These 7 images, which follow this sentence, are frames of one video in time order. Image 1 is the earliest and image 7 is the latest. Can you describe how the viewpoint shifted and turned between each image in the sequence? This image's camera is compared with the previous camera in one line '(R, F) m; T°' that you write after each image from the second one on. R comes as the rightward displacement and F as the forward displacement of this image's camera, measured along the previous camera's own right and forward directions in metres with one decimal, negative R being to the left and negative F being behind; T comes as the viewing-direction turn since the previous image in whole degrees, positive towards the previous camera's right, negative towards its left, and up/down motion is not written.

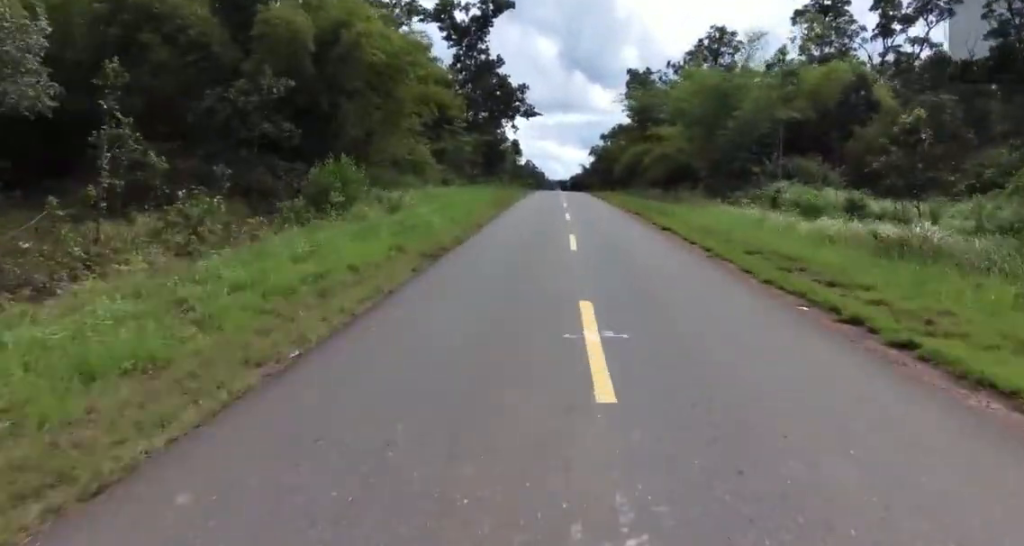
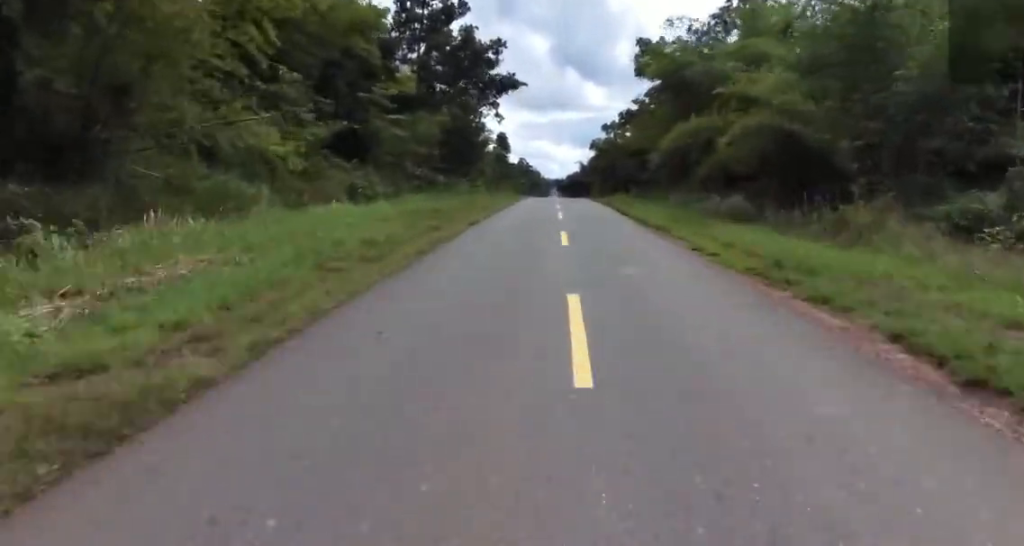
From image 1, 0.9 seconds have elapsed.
(-0.7, +23.4) m; 0°
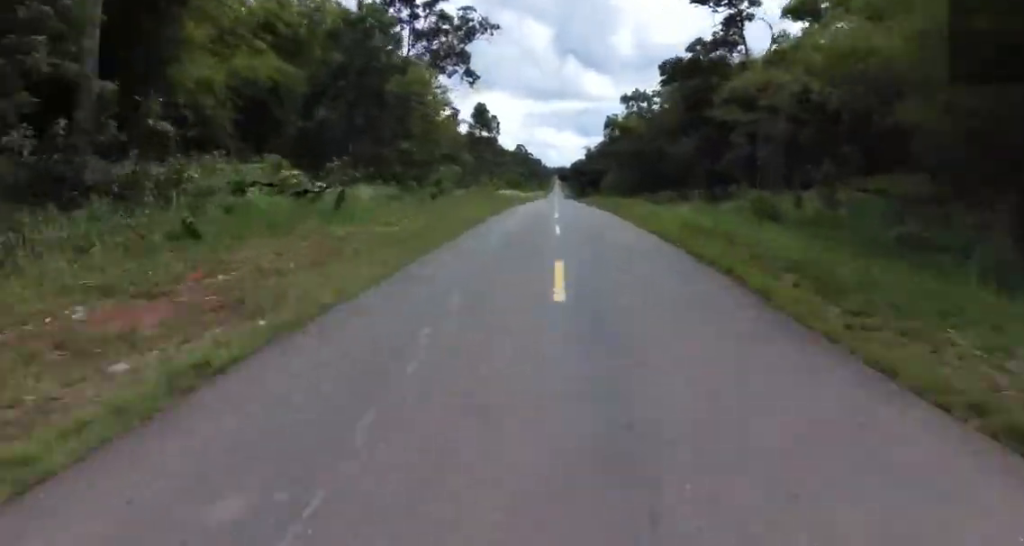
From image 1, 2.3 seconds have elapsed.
(+1.2, +38.7) m; 0°
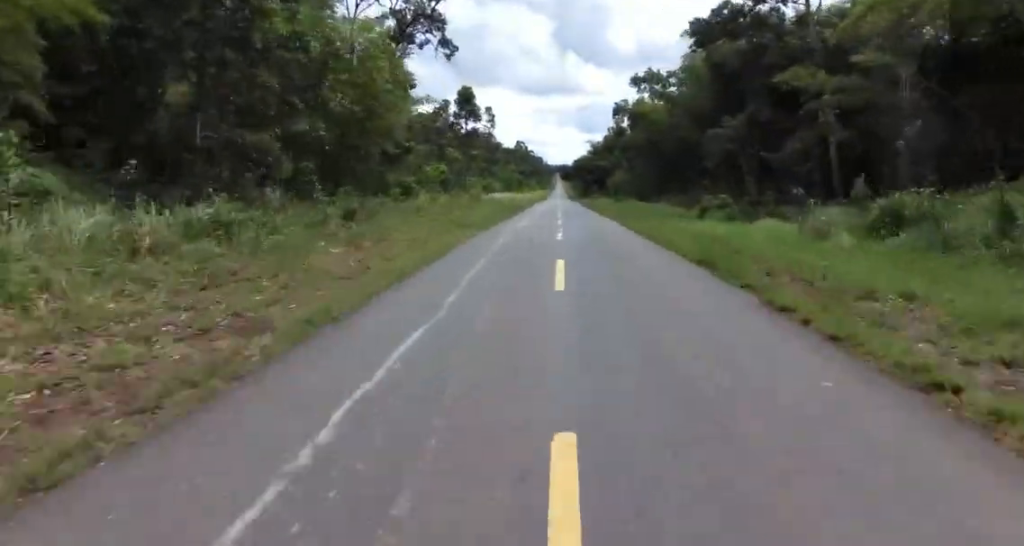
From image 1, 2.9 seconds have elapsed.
(-1.0, +16.2) m; -2°
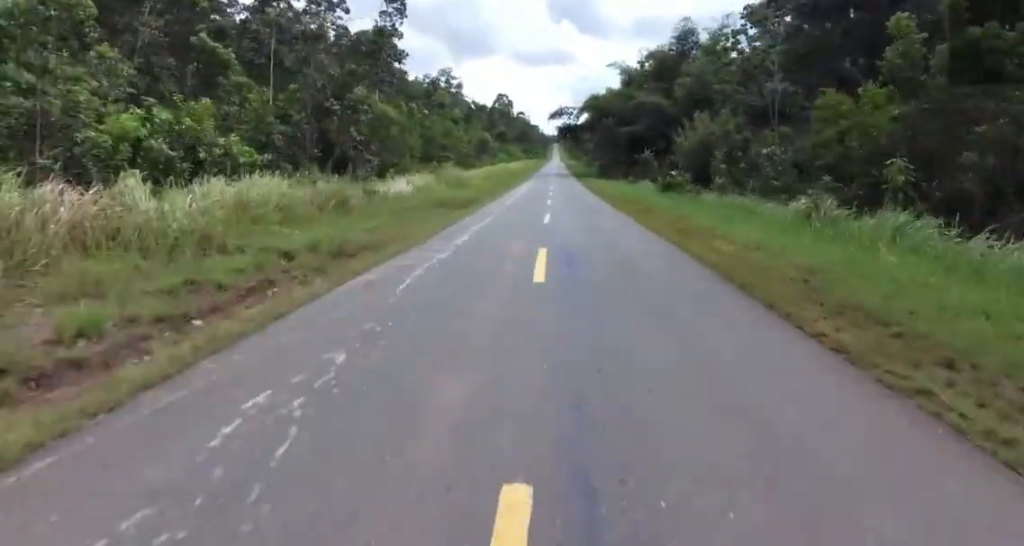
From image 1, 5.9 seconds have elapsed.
(-0.6, +84.1) m; 0°
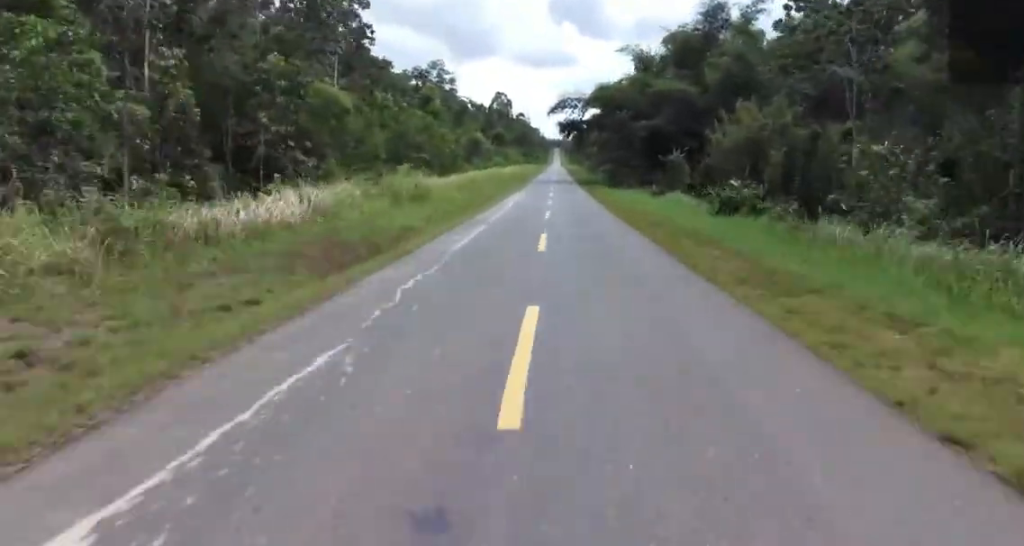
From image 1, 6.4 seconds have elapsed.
(0.0, +12.5) m; 0°
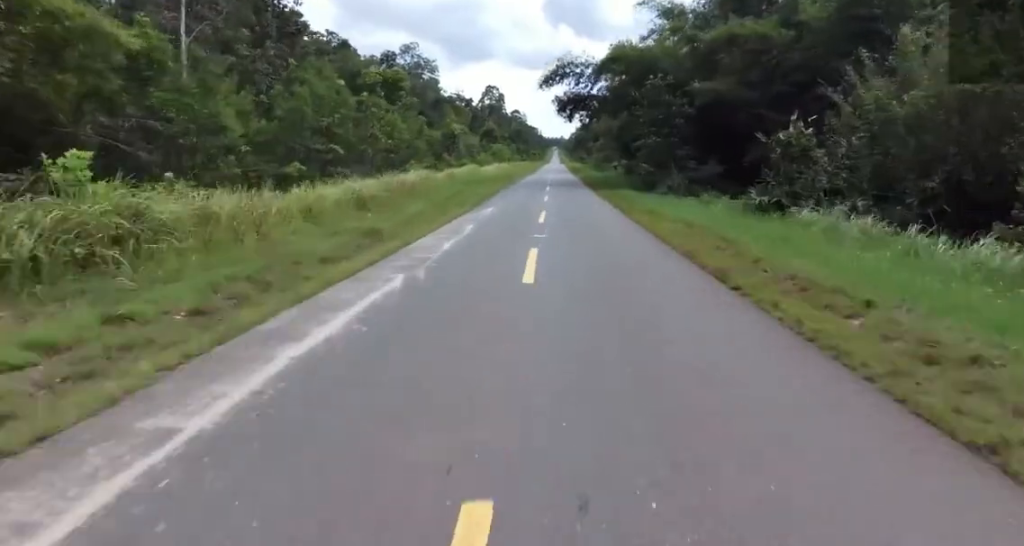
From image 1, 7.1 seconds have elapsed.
(-0.4, +21.2) m; 0°
